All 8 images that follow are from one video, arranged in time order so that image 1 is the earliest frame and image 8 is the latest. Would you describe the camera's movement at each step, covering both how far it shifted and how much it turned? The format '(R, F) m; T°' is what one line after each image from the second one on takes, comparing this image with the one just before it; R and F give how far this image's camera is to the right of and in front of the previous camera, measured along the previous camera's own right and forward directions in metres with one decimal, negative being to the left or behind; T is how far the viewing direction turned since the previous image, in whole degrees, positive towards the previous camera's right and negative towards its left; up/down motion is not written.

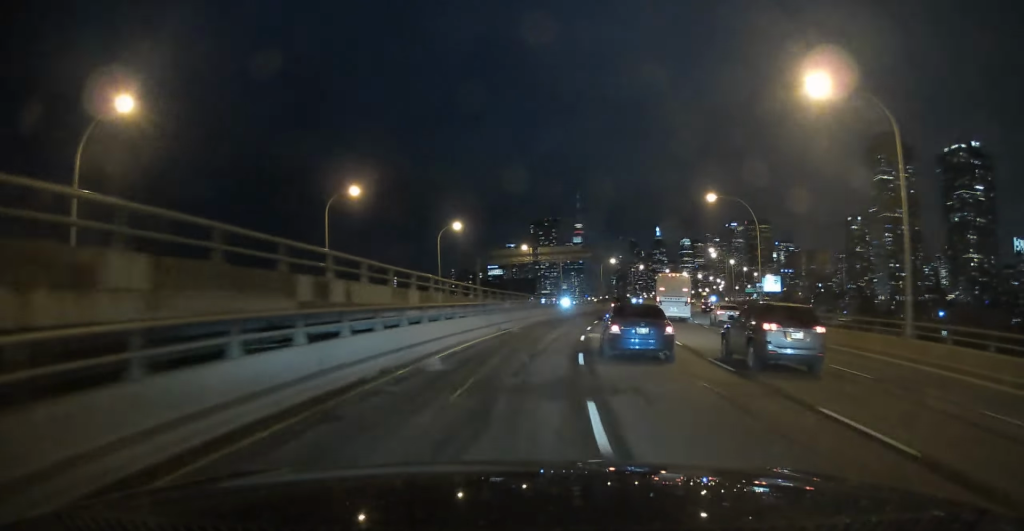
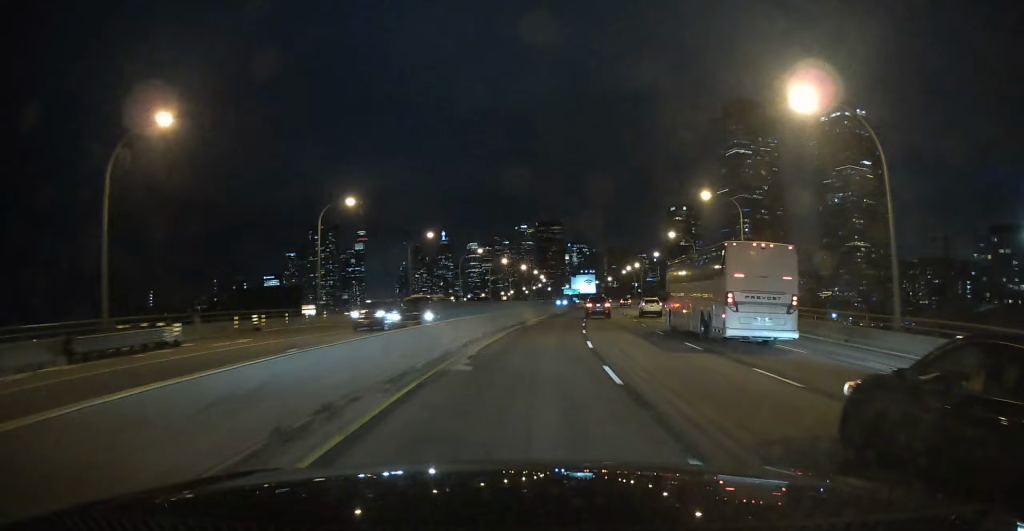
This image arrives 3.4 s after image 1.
(+14.4, +101.6) m; +14°
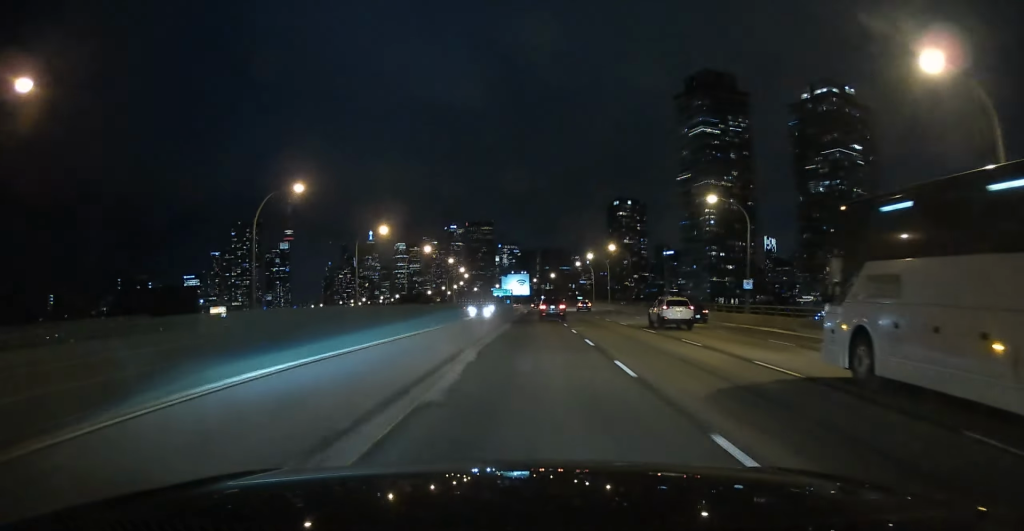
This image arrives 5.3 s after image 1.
(+3.5, +59.7) m; +6°
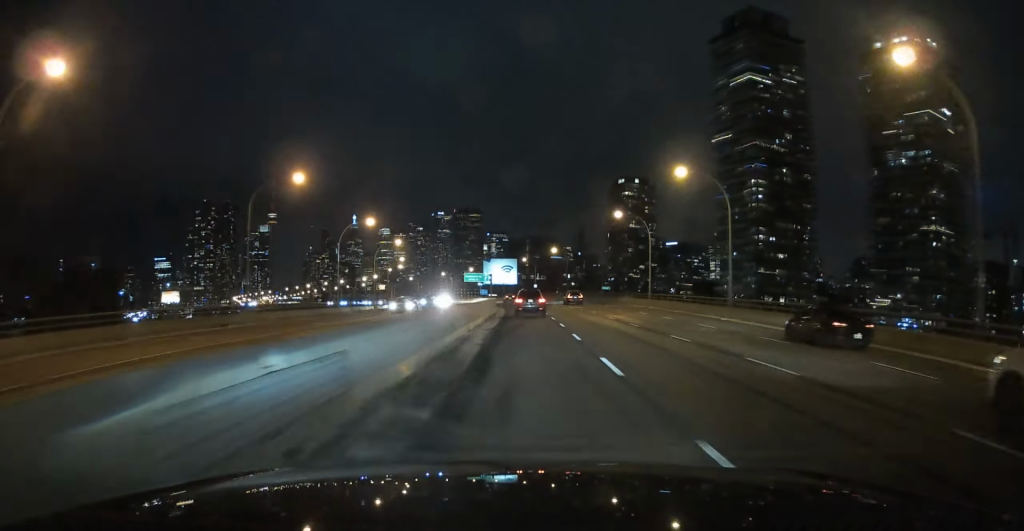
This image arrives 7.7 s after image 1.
(+3.5, +78.2) m; +1°
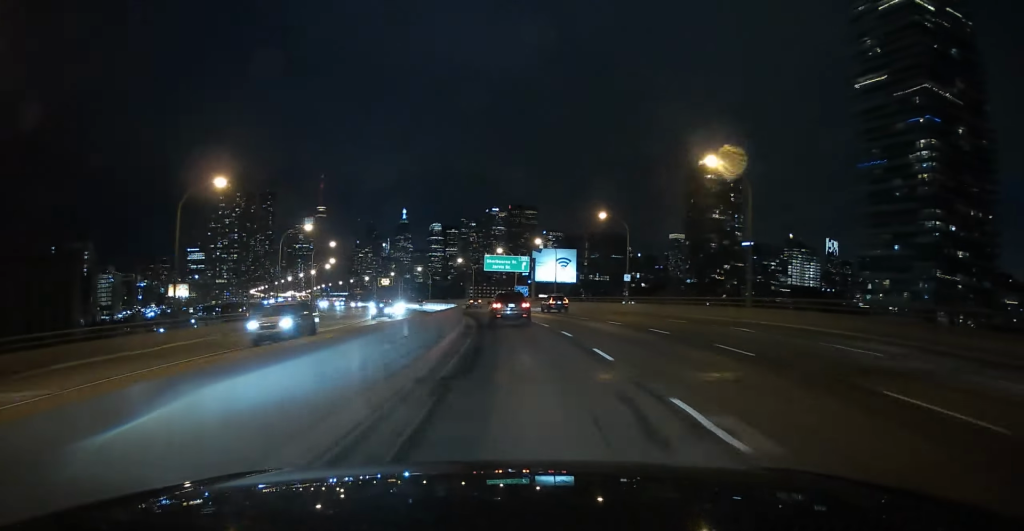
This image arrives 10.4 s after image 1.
(-1.5, +84.7) m; -5°
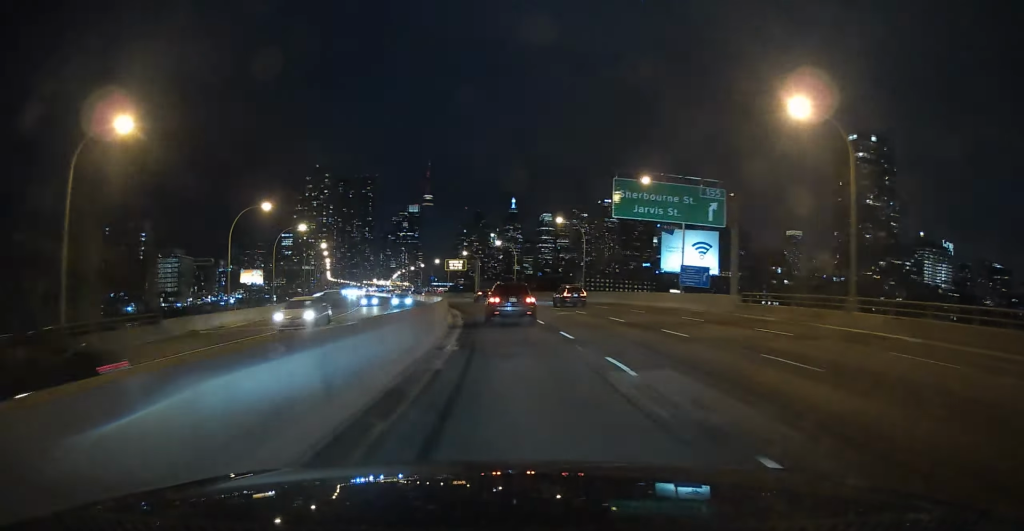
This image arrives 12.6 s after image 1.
(-4.0, +65.2) m; -7°
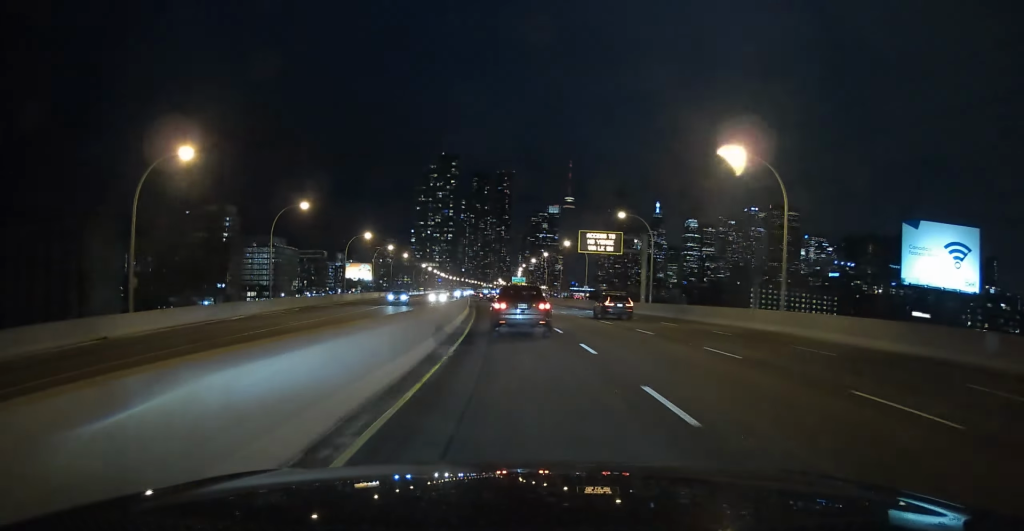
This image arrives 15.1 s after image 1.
(-6.3, +75.0) m; -9°
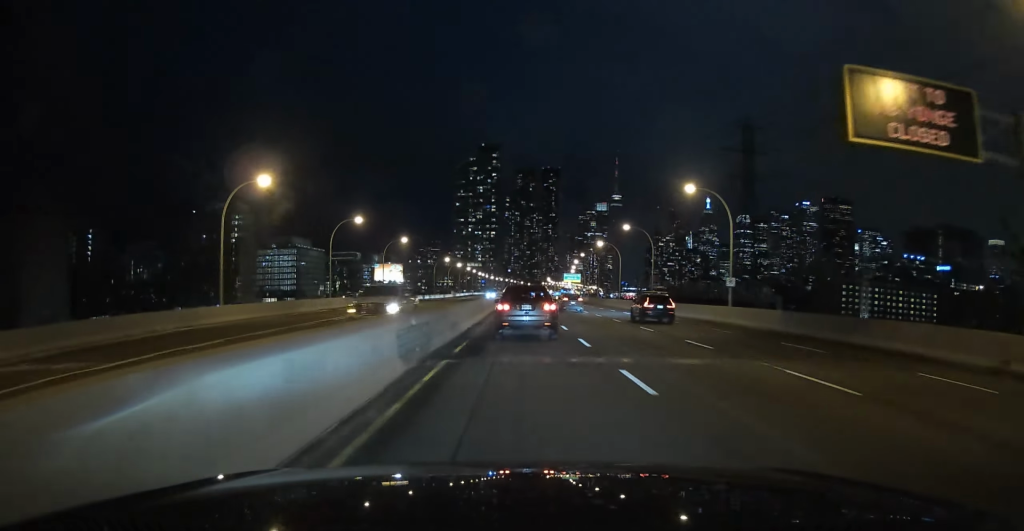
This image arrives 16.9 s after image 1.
(-3.7, +52.2) m; -5°
